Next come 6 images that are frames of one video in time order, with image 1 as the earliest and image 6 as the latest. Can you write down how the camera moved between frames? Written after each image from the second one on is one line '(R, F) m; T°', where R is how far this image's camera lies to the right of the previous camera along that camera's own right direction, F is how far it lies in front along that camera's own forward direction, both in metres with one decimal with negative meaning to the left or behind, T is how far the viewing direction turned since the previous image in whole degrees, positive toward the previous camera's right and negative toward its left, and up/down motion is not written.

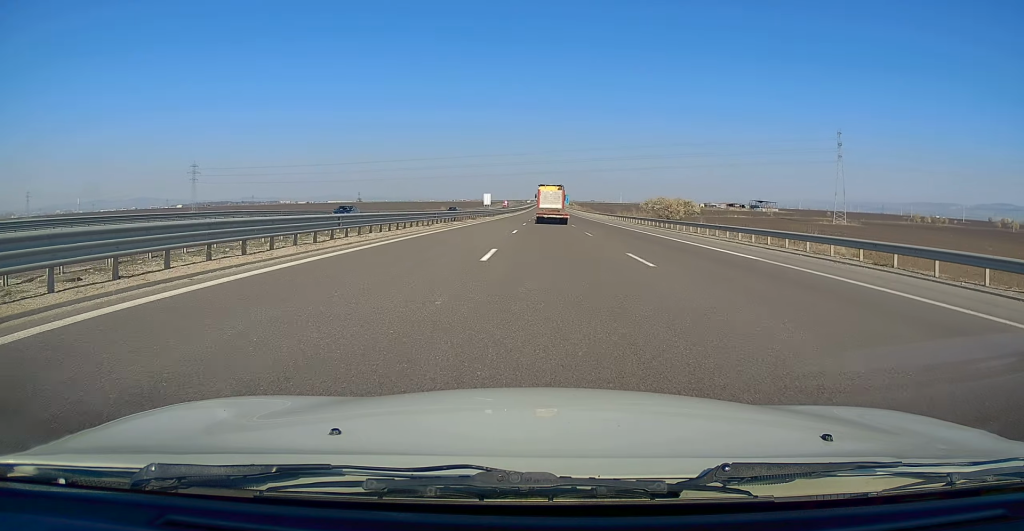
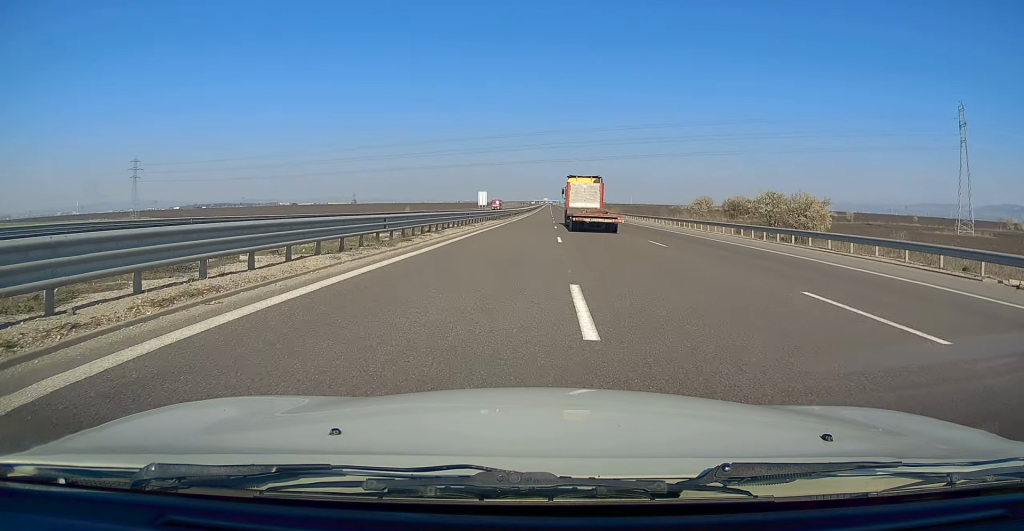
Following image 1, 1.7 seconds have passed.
(+0.2, +55.2) m; 0°
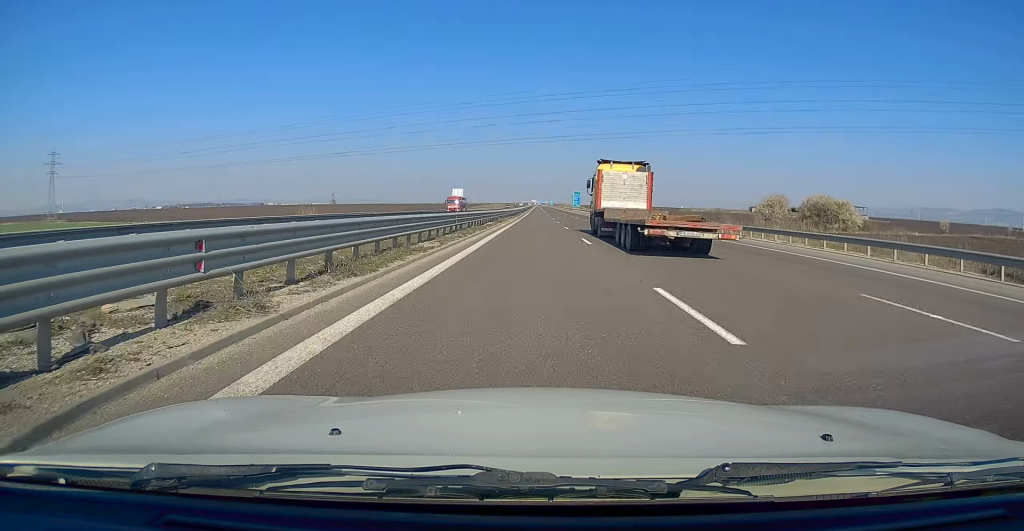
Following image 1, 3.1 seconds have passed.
(+0.3, +47.3) m; +1°
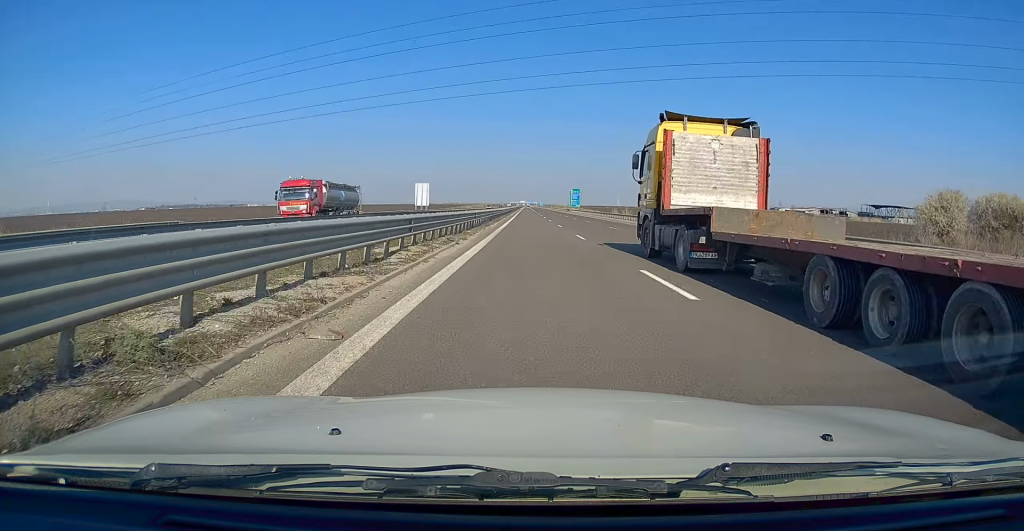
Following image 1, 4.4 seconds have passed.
(+0.2, +44.8) m; 0°
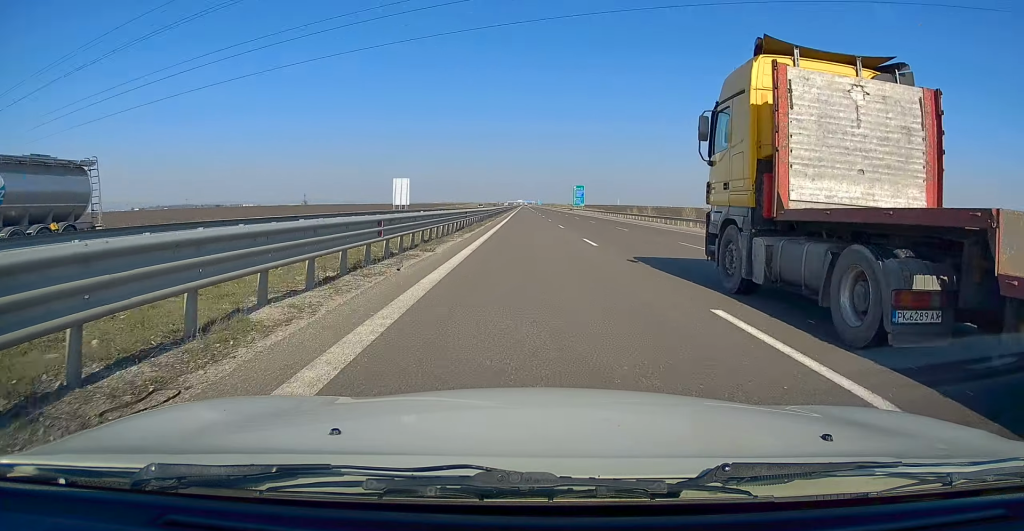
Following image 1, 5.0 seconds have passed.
(-0.1, +20.8) m; 0°
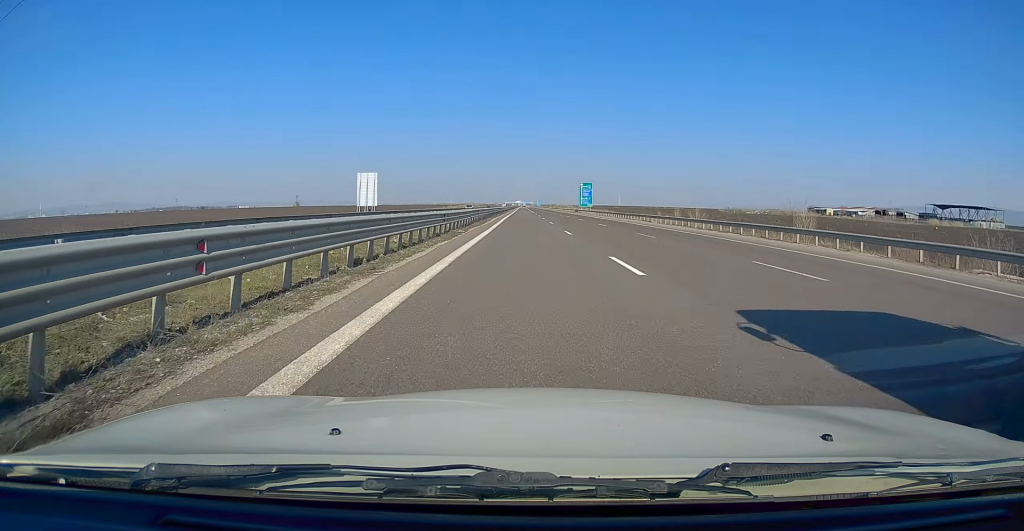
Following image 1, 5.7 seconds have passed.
(+0.1, +24.3) m; 0°
